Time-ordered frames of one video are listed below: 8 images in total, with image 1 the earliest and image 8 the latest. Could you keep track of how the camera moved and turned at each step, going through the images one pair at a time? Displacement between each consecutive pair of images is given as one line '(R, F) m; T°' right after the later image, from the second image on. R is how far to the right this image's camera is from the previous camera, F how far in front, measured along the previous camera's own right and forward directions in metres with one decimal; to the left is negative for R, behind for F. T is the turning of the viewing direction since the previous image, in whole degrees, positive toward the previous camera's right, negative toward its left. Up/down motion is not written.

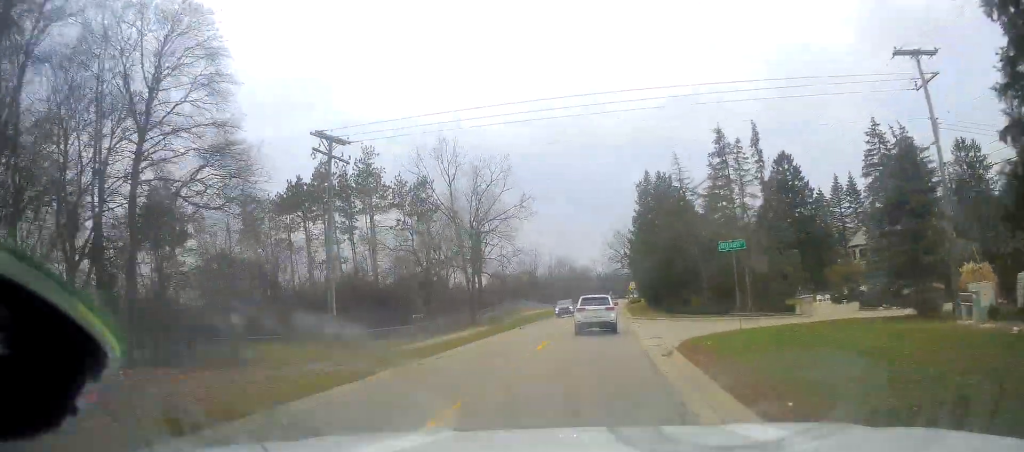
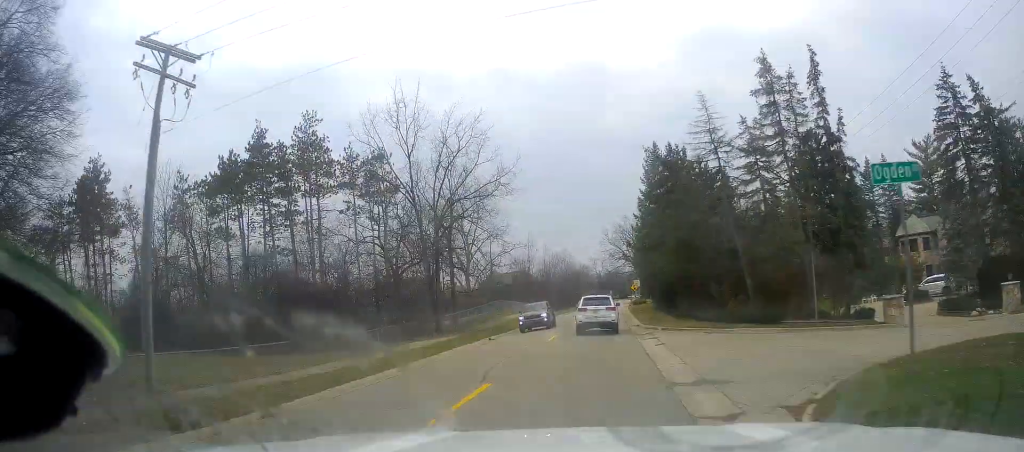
(-0.1, +11.9) m; -1°
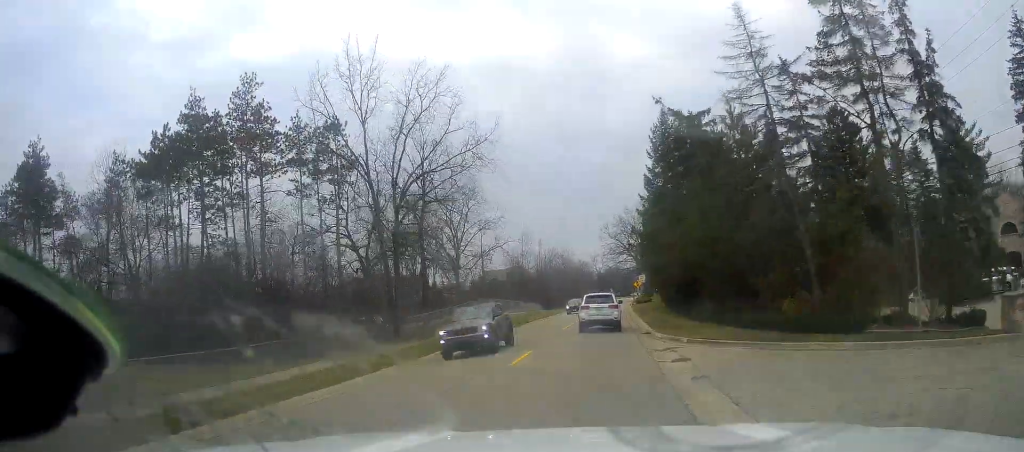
(-0.5, +8.7) m; +1°
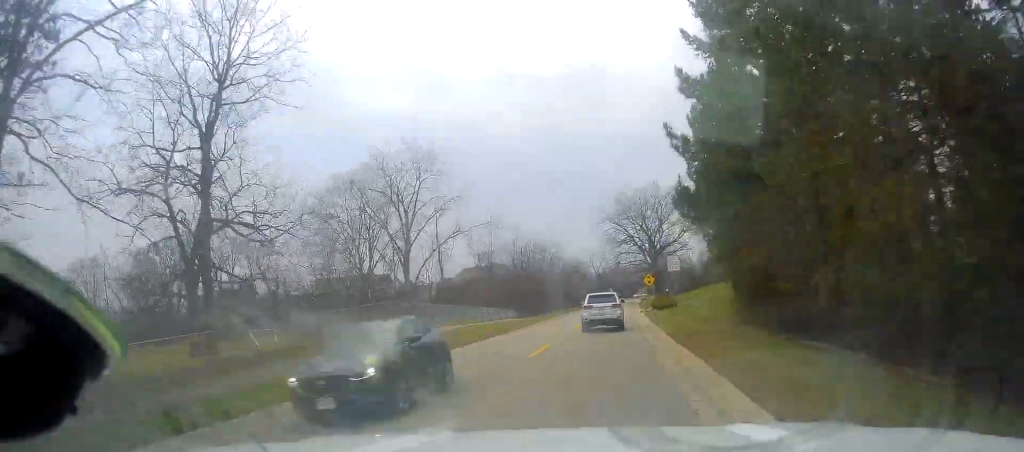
(+1.2, +27.1) m; +3°
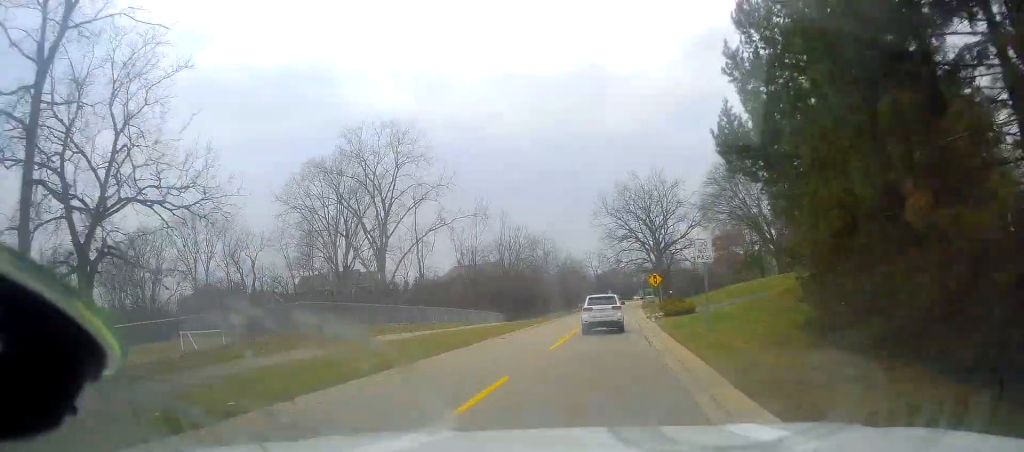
(0.0, +8.9) m; -1°
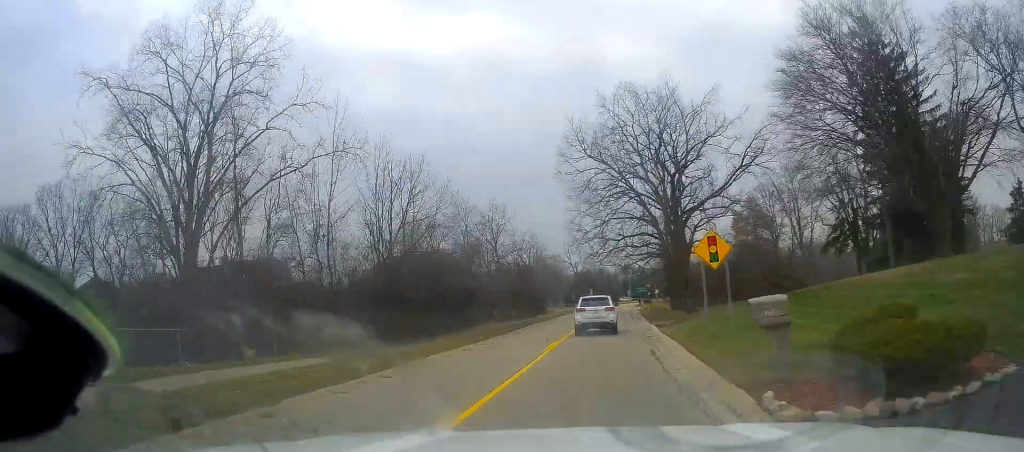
(-0.8, +34.9) m; 0°
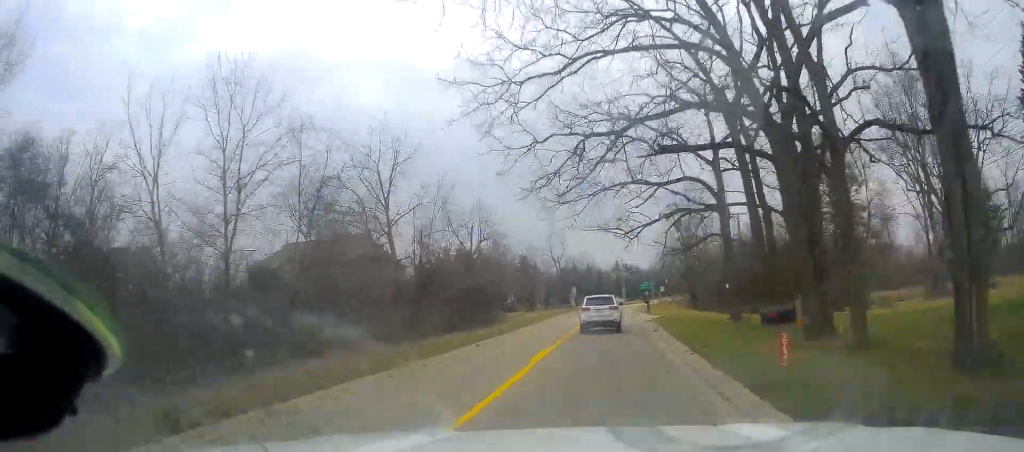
(+1.2, +33.4) m; +2°
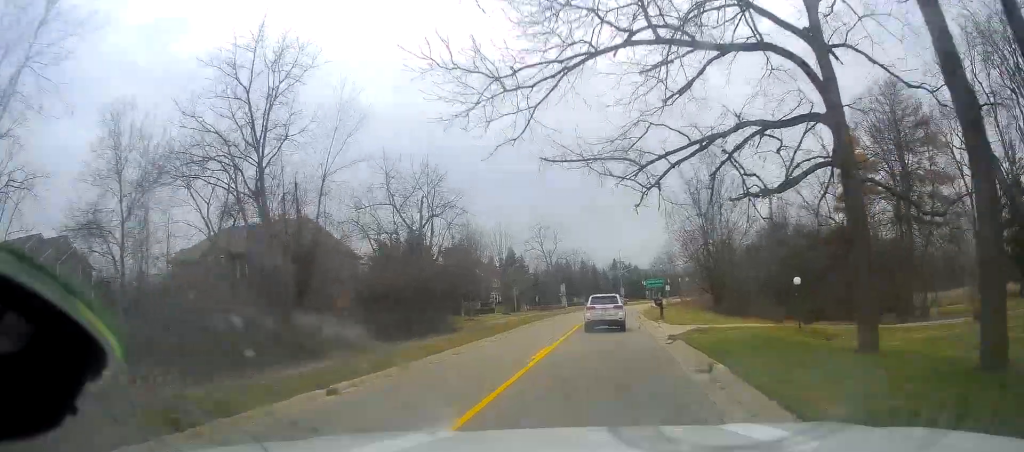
(-0.3, +15.0) m; 0°
